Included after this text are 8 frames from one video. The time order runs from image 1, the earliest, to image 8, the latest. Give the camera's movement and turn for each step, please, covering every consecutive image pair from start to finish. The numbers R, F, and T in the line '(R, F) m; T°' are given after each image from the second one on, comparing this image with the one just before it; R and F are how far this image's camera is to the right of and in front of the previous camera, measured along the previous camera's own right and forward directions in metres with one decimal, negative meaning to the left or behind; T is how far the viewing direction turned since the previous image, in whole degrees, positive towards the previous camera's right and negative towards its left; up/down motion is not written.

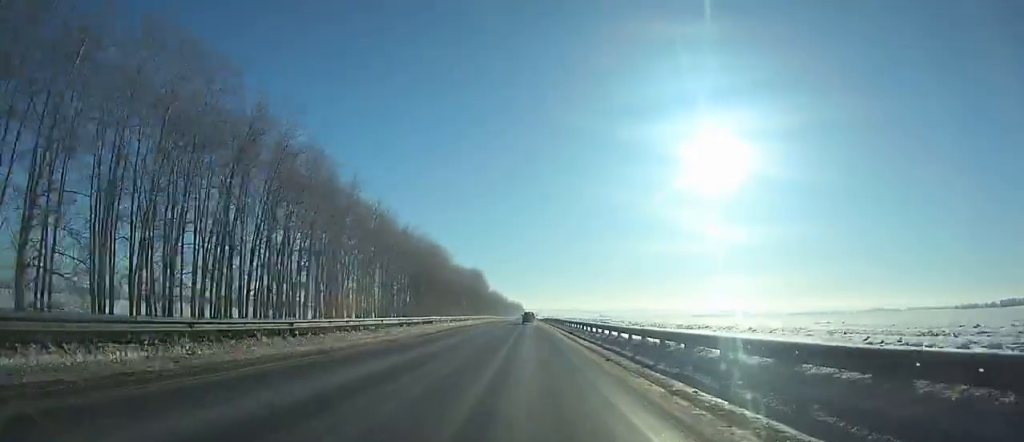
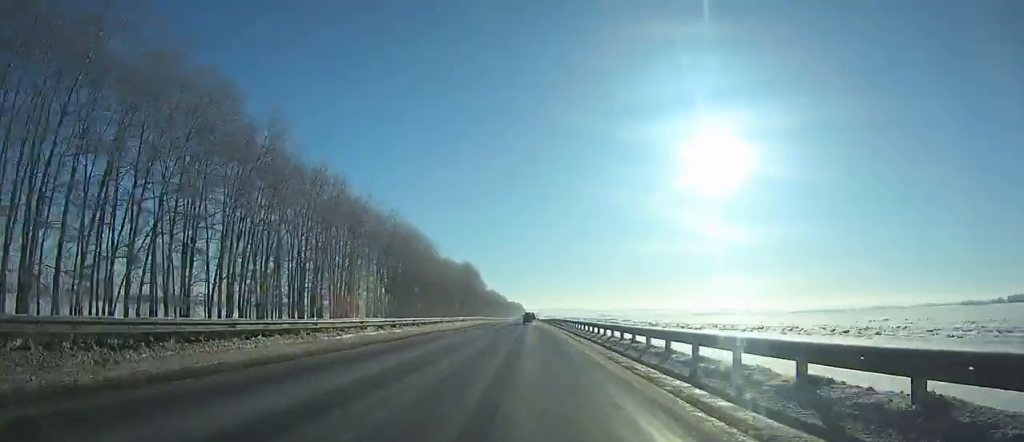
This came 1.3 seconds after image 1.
(0.0, +28.5) m; 0°
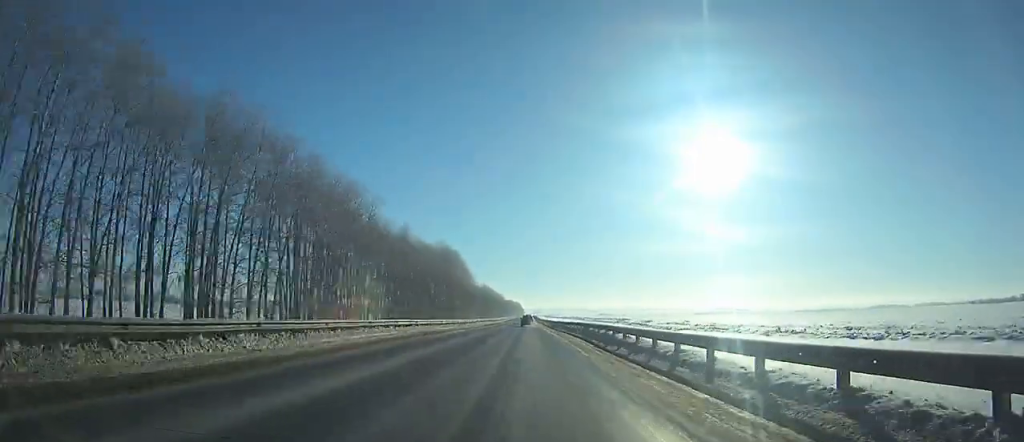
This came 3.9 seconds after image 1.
(-0.1, +56.5) m; 0°
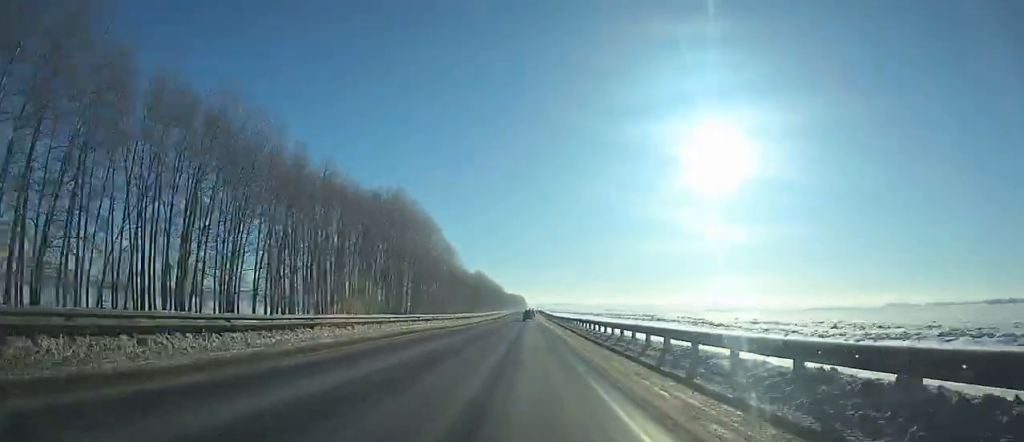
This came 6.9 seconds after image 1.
(+0.1, +64.4) m; 0°
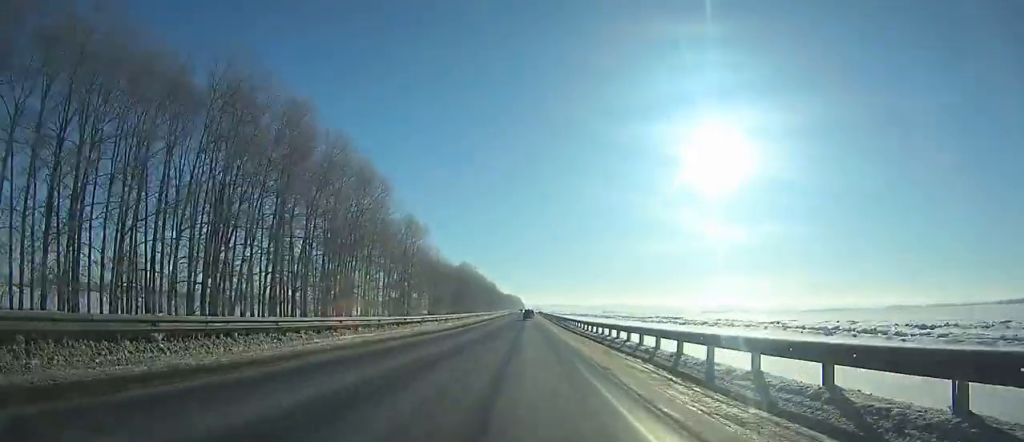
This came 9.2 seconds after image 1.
(0.0, +49.9) m; 0°
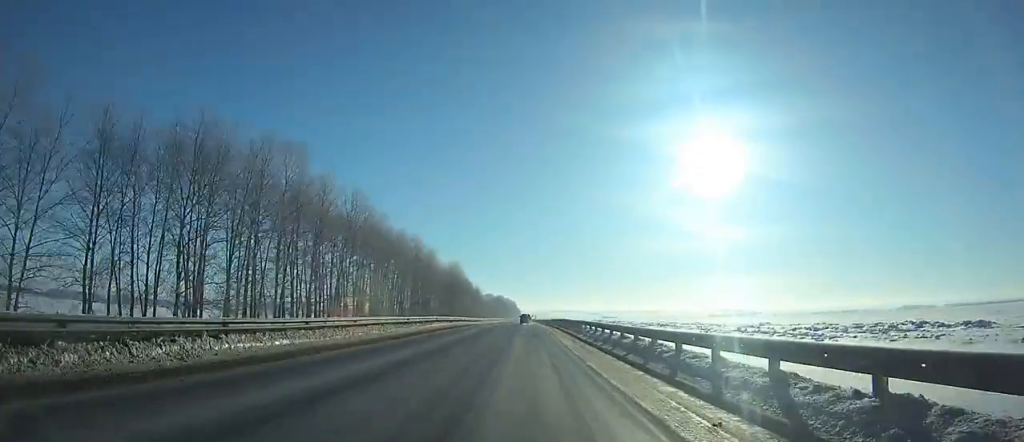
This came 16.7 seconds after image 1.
(+0.2, +174.6) m; 0°
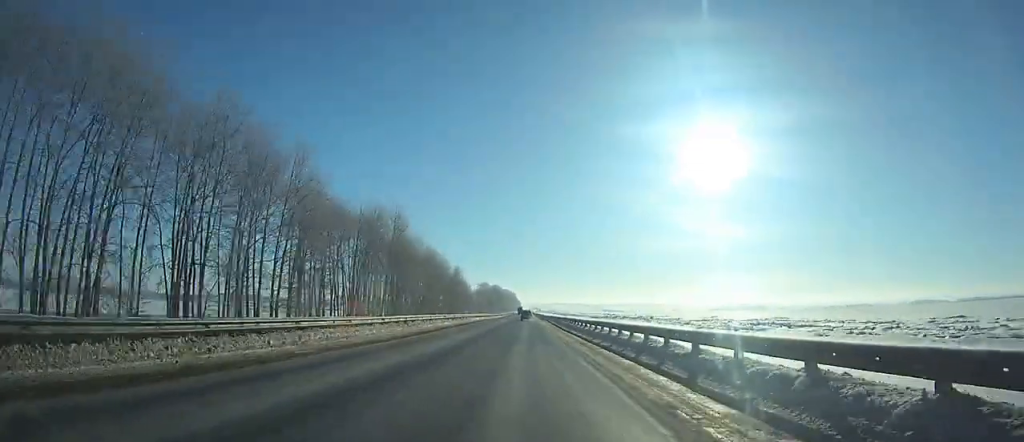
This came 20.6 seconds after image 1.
(-0.1, +89.7) m; 0°
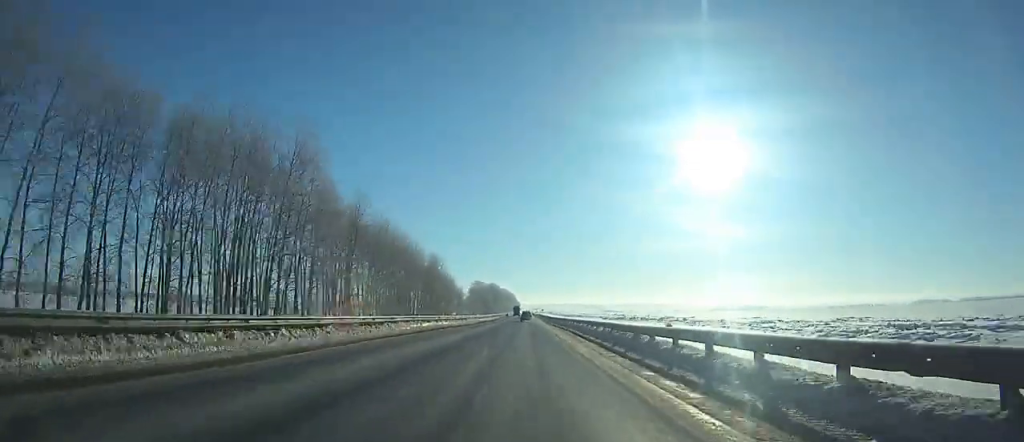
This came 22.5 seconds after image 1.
(0.0, +43.4) m; 0°
